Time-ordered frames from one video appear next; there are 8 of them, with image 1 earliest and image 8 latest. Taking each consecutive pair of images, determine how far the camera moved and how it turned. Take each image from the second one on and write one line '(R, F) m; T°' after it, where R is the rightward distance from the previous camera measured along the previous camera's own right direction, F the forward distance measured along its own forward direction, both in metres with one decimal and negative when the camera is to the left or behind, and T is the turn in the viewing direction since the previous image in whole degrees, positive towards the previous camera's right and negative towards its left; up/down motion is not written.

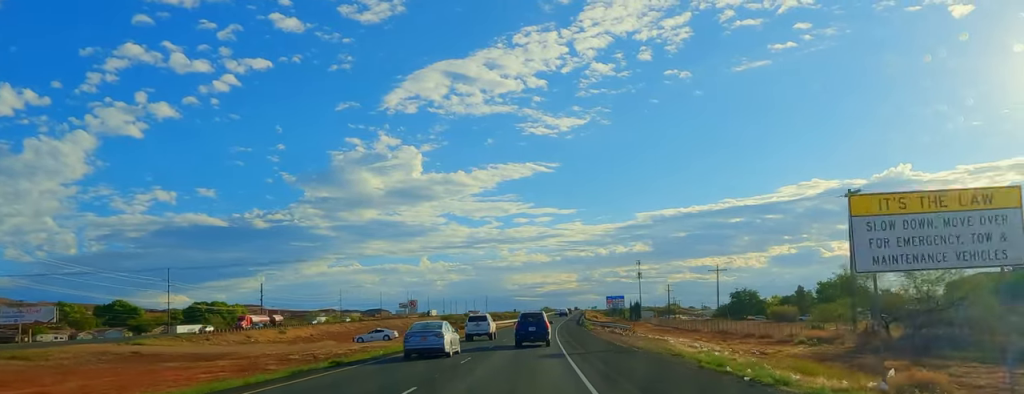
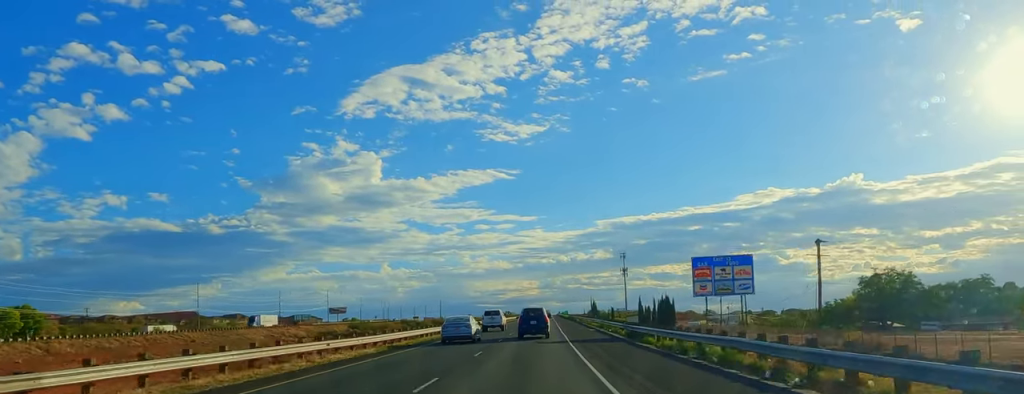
(+3.4, +120.0) m; +2°
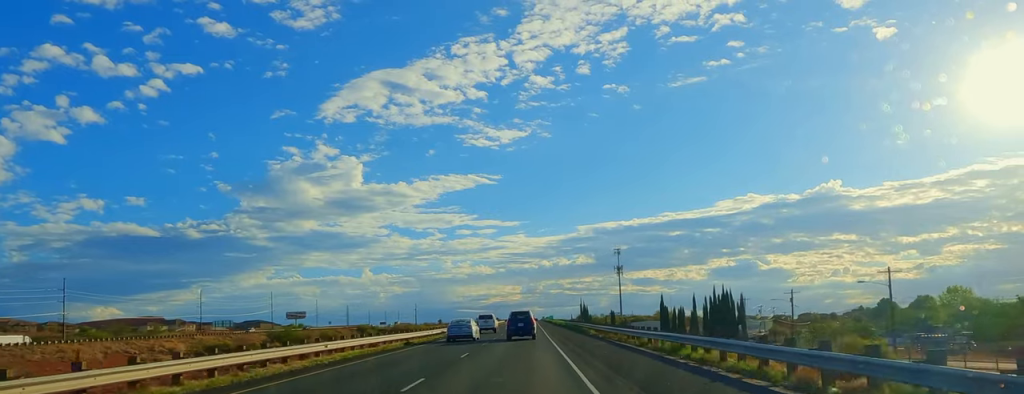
(+0.3, +60.3) m; +1°
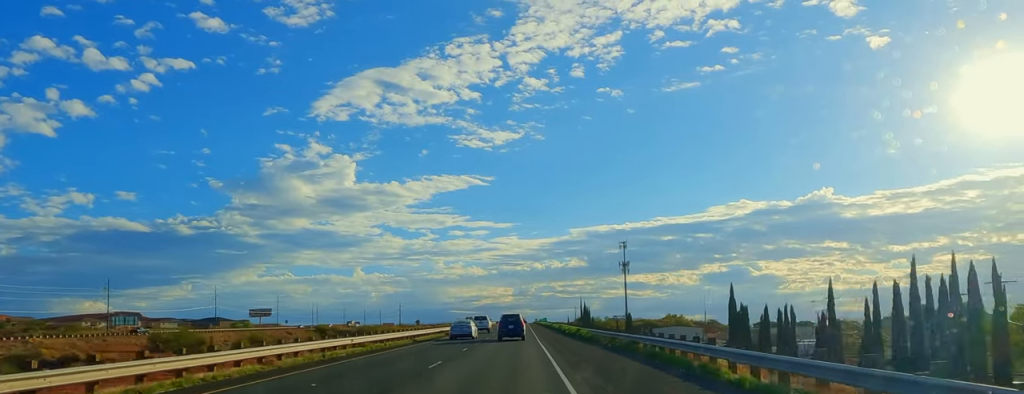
(+0.7, +53.7) m; 0°
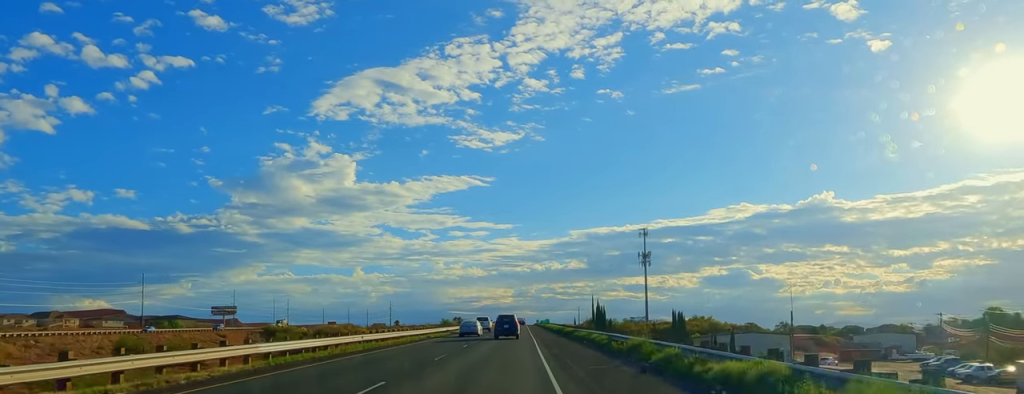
(-0.7, +57.3) m; 0°
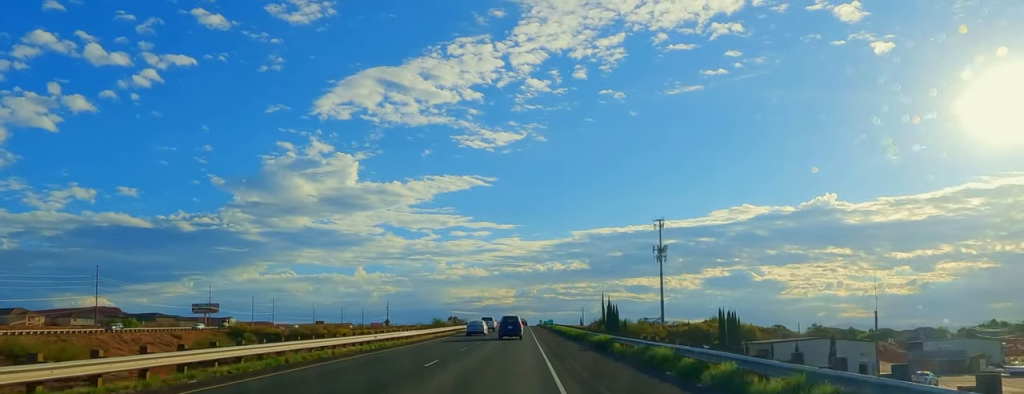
(-0.2, +27.5) m; 0°
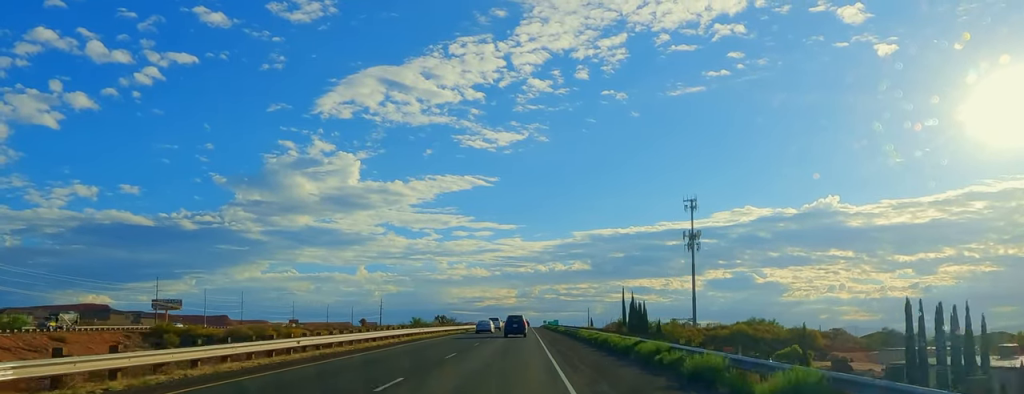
(+1.1, +45.0) m; 0°
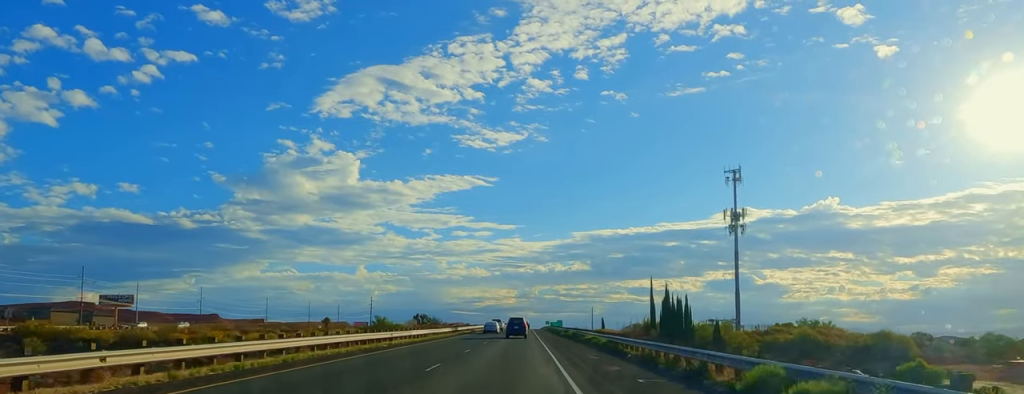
(-0.9, +42.8) m; 0°
